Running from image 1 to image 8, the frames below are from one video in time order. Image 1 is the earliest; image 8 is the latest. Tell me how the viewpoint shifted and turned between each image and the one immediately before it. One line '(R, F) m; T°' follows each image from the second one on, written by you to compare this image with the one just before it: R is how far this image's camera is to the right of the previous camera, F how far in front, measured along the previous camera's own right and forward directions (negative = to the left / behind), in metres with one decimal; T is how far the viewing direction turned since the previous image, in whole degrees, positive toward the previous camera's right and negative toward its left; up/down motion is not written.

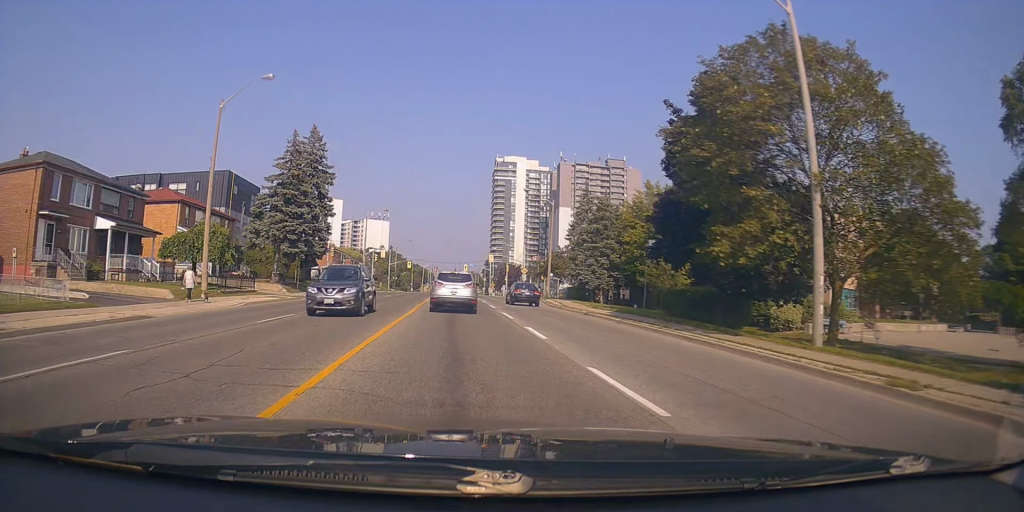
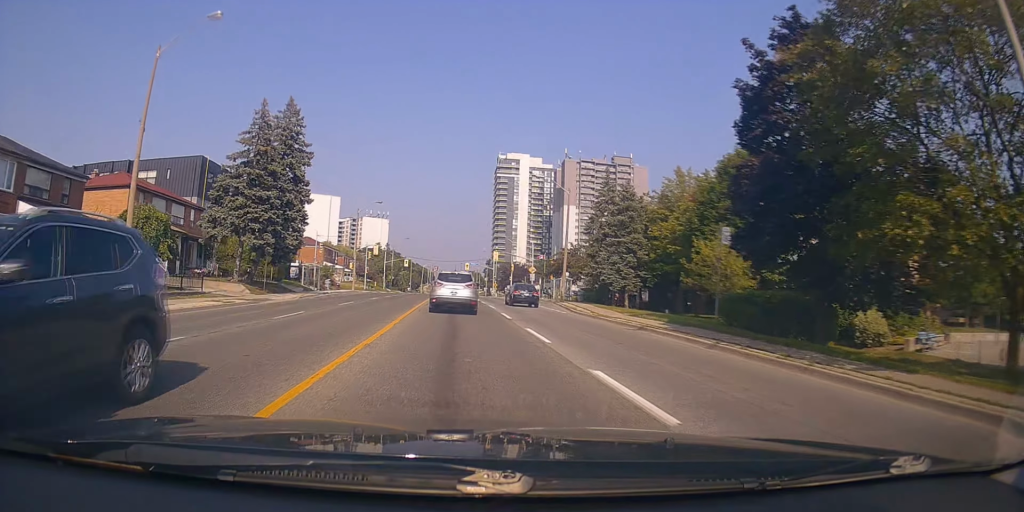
(-0.2, +7.9) m; 0°
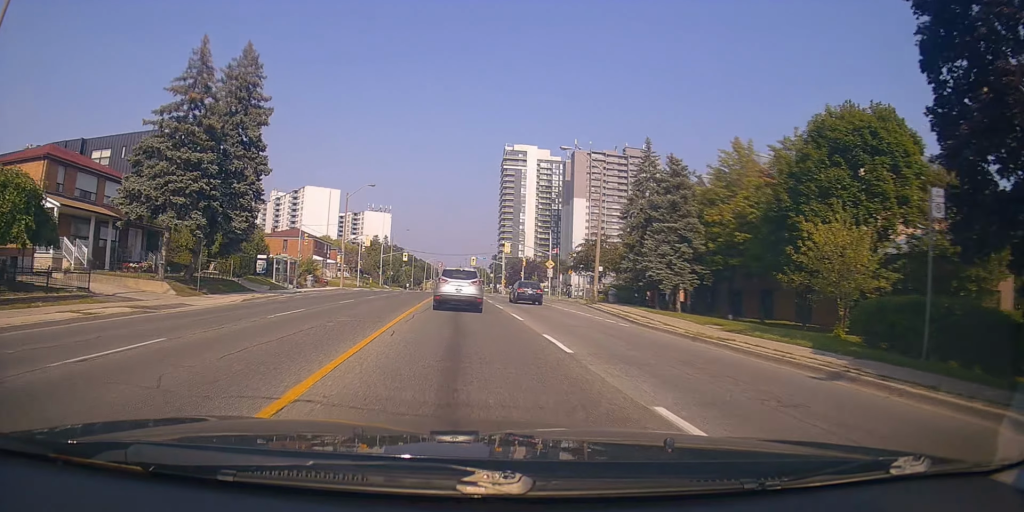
(-0.1, +10.2) m; 0°
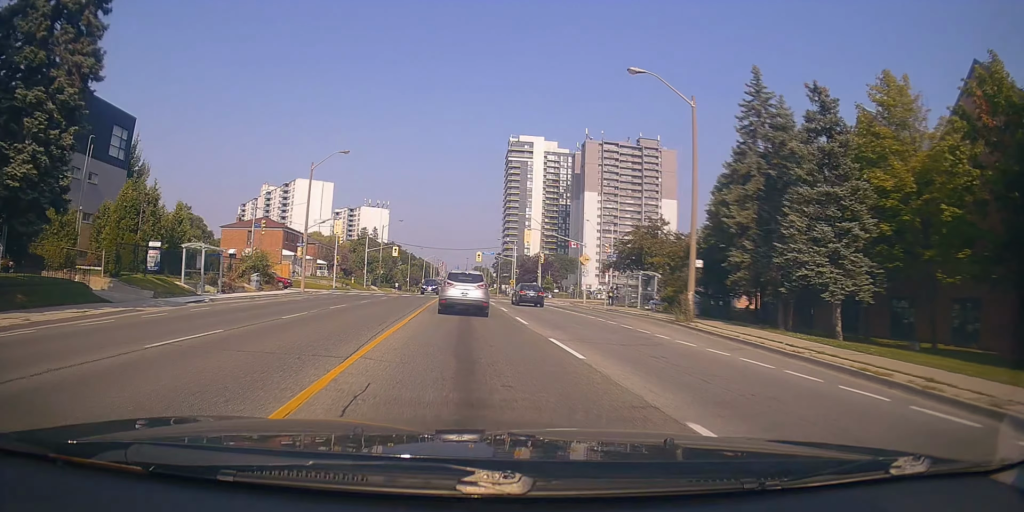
(+0.1, +16.7) m; -1°
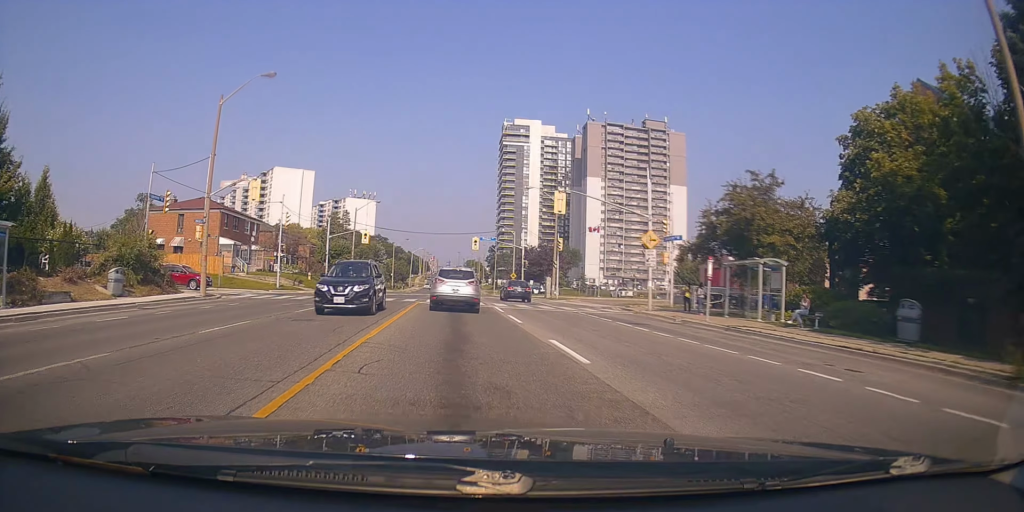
(0.0, +18.0) m; +1°
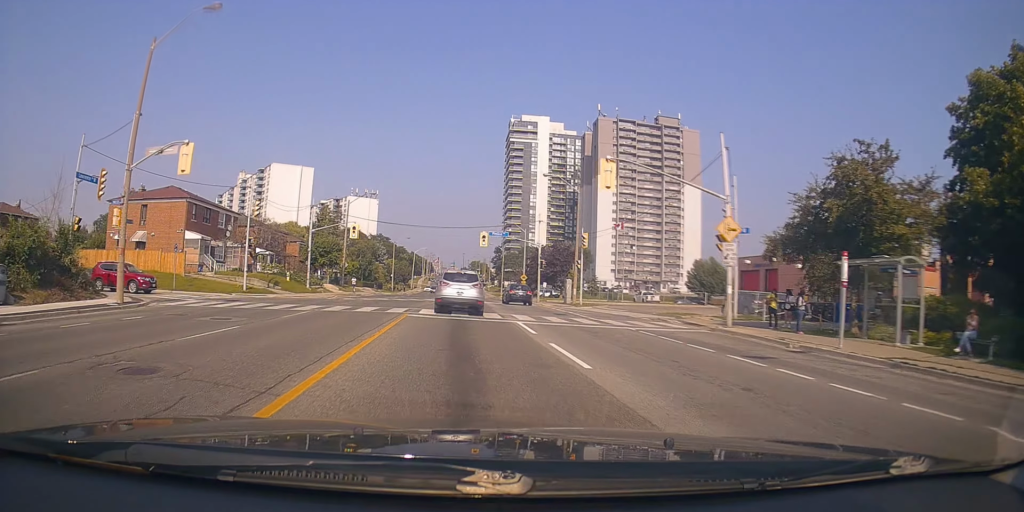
(0.0, +8.5) m; 0°
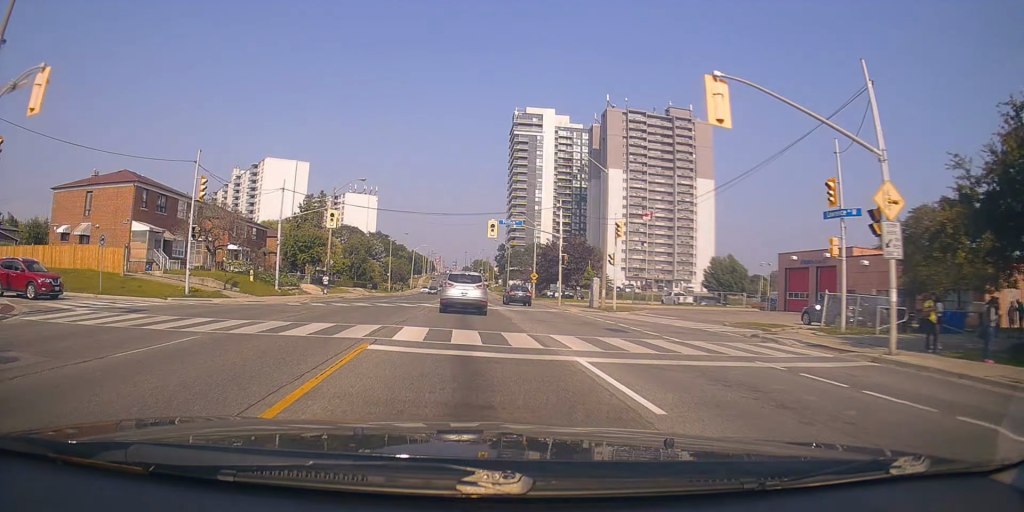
(0.0, +9.2) m; 0°
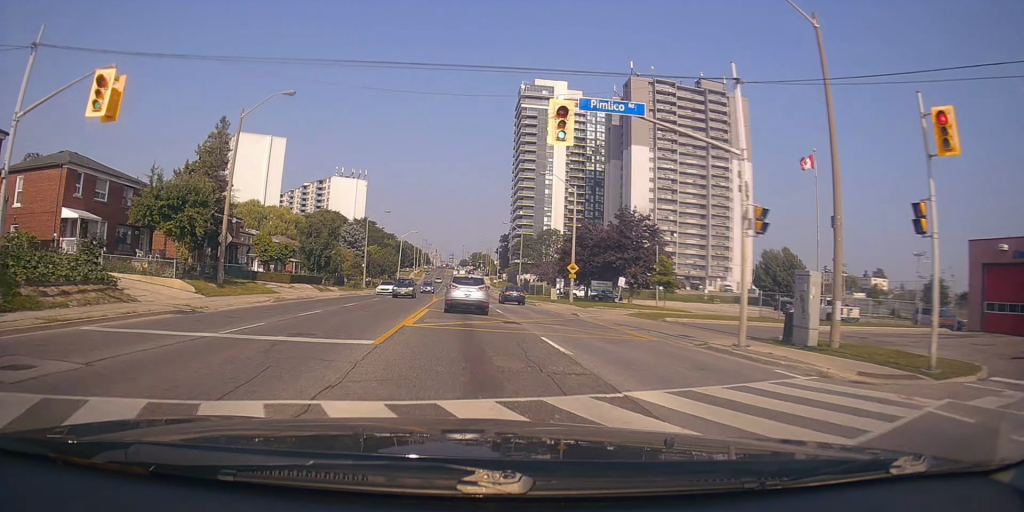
(-0.5, +26.3) m; -3°
